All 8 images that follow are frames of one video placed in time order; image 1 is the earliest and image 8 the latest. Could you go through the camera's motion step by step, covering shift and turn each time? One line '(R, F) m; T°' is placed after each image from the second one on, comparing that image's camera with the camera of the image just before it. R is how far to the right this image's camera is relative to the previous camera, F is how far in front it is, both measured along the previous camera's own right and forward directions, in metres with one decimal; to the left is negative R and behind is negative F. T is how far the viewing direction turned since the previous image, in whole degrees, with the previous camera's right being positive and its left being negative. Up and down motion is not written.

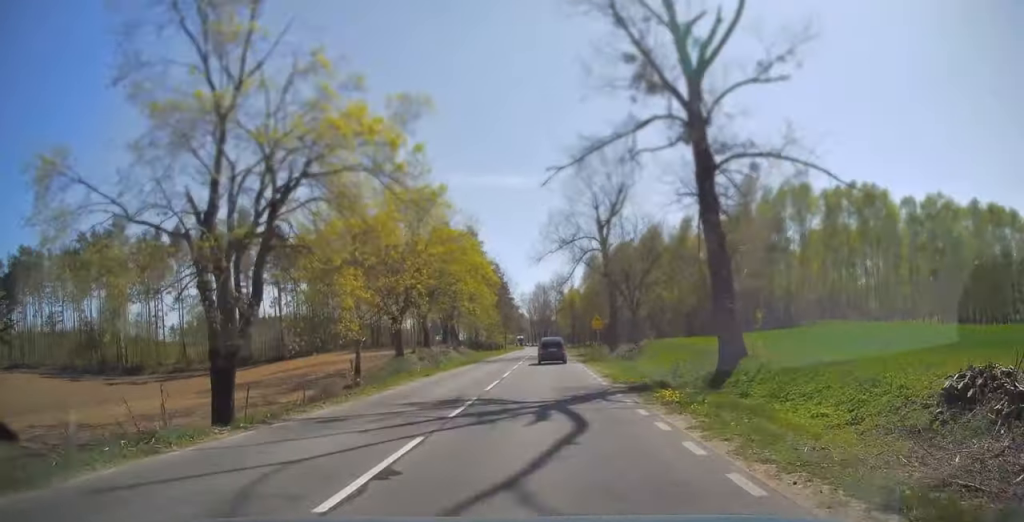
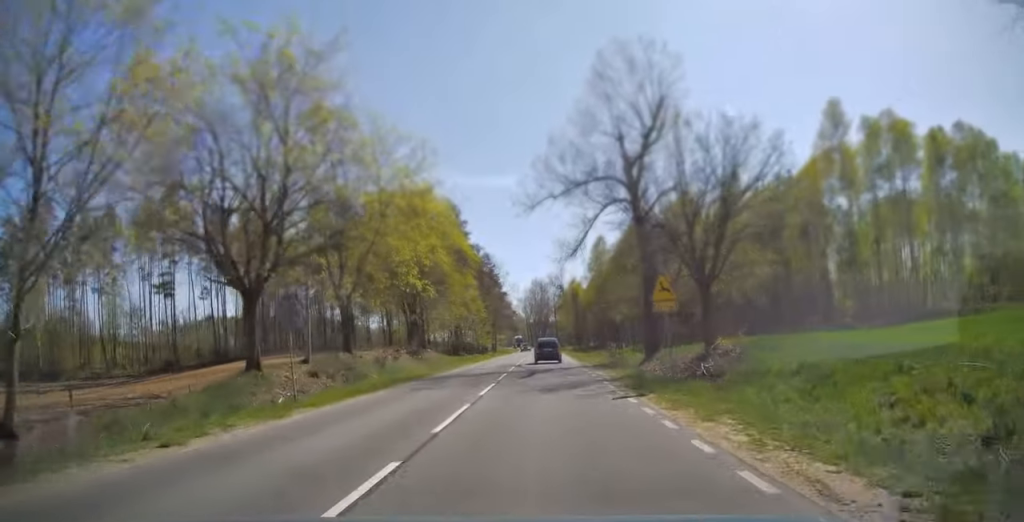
(0.0, +21.1) m; 0°
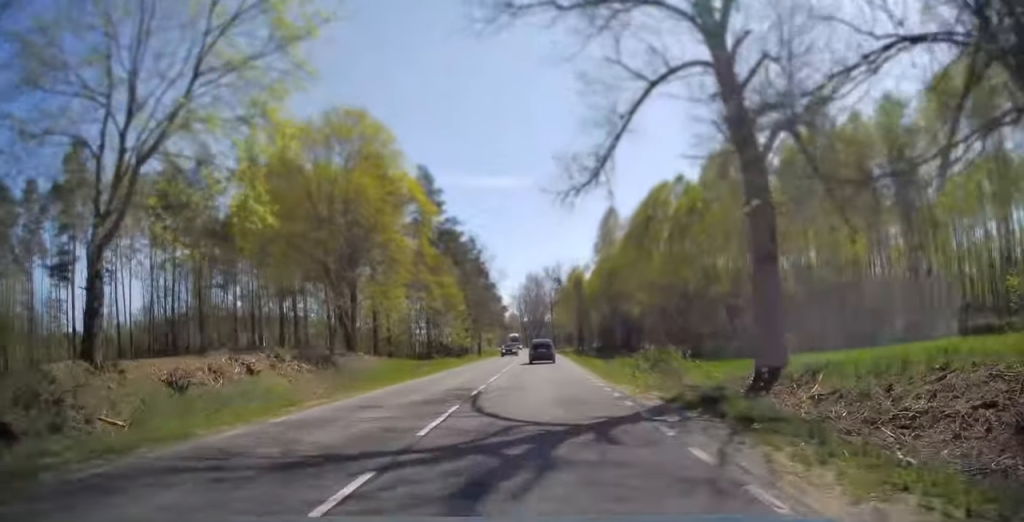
(+0.1, +19.8) m; 0°
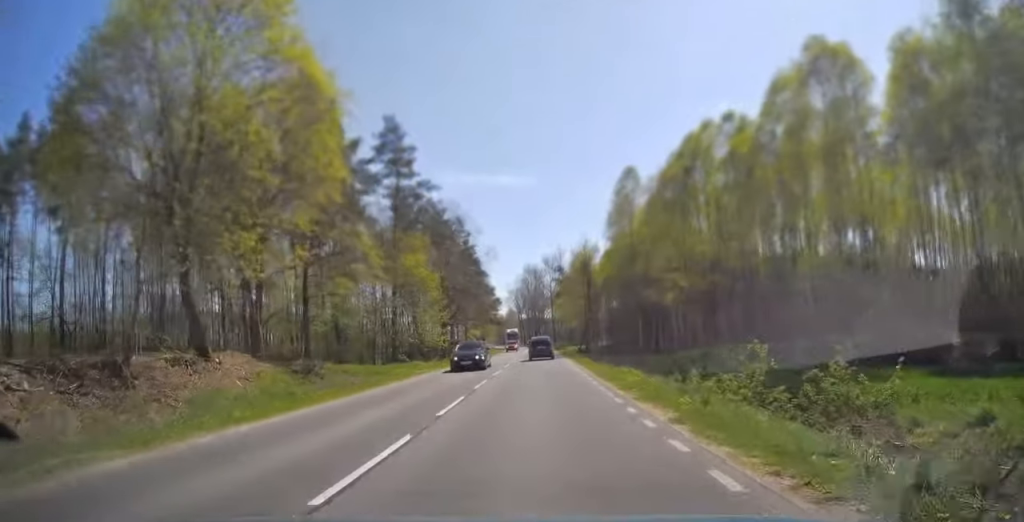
(0.0, +16.5) m; 0°
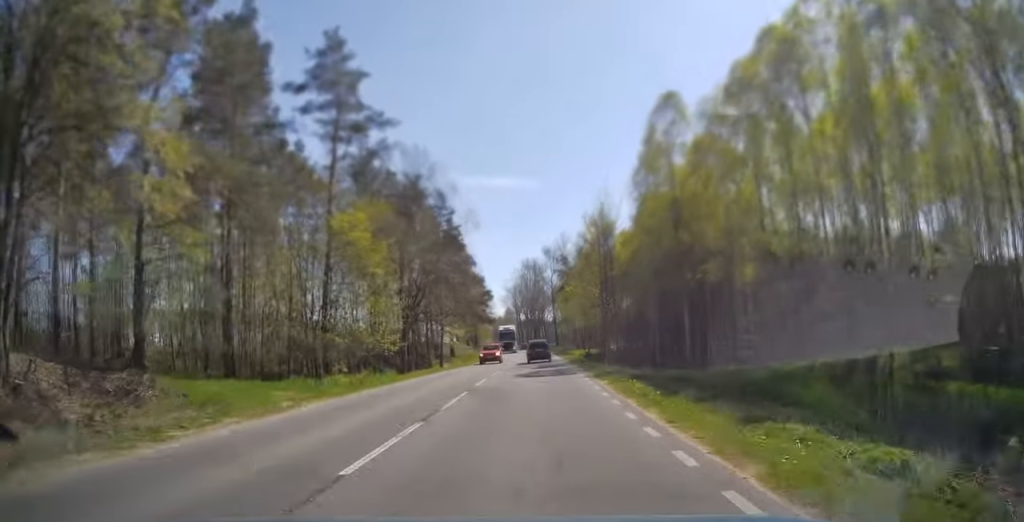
(0.0, +18.0) m; 0°
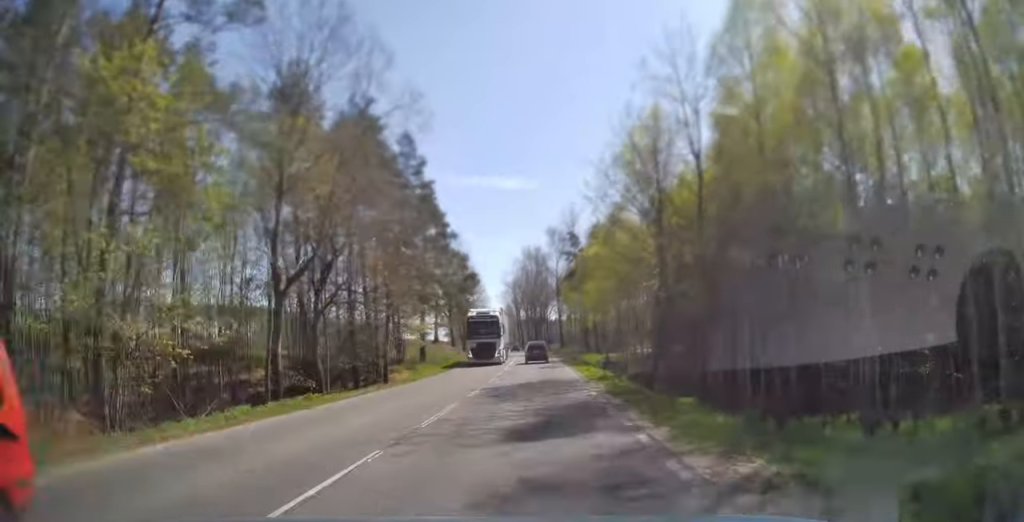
(0.0, +21.5) m; 0°
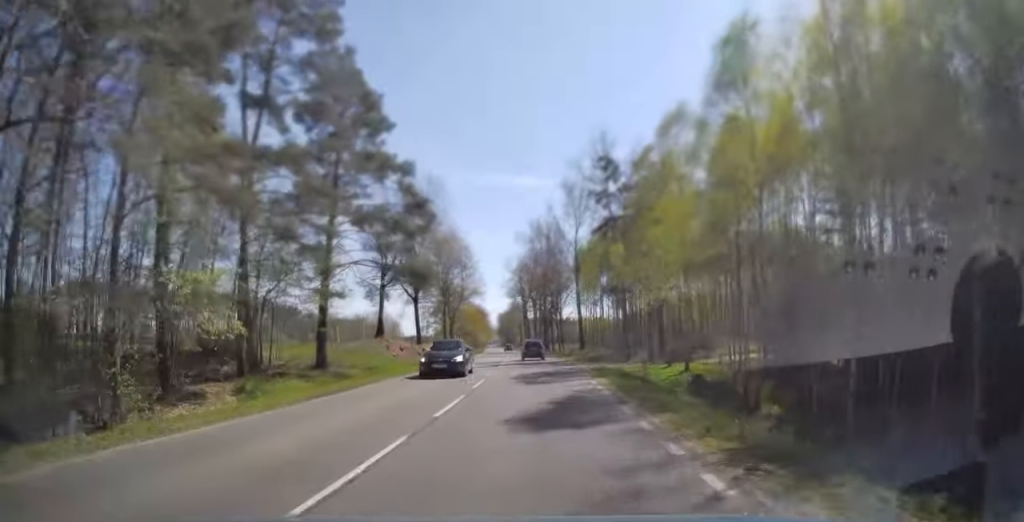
(-0.3, +31.6) m; -1°
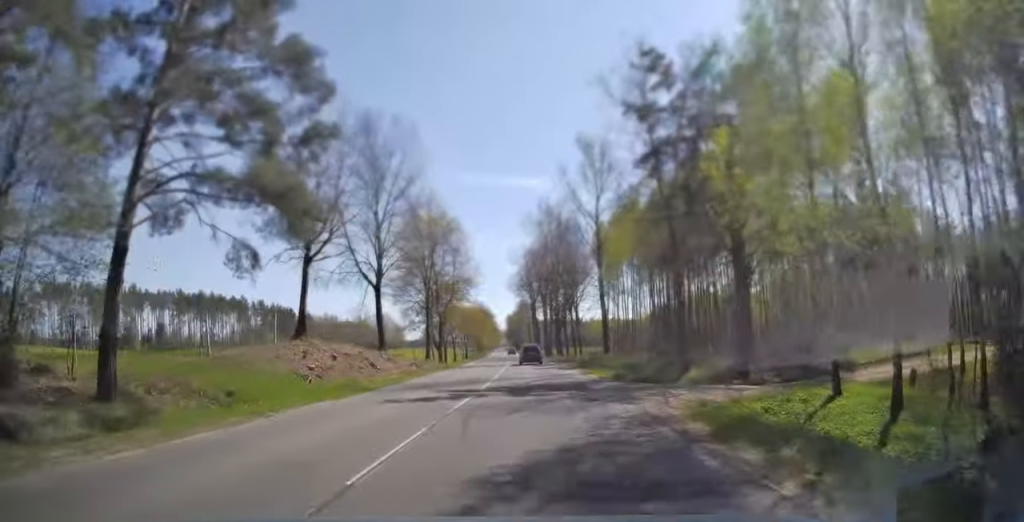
(-0.1, +18.1) m; -1°
